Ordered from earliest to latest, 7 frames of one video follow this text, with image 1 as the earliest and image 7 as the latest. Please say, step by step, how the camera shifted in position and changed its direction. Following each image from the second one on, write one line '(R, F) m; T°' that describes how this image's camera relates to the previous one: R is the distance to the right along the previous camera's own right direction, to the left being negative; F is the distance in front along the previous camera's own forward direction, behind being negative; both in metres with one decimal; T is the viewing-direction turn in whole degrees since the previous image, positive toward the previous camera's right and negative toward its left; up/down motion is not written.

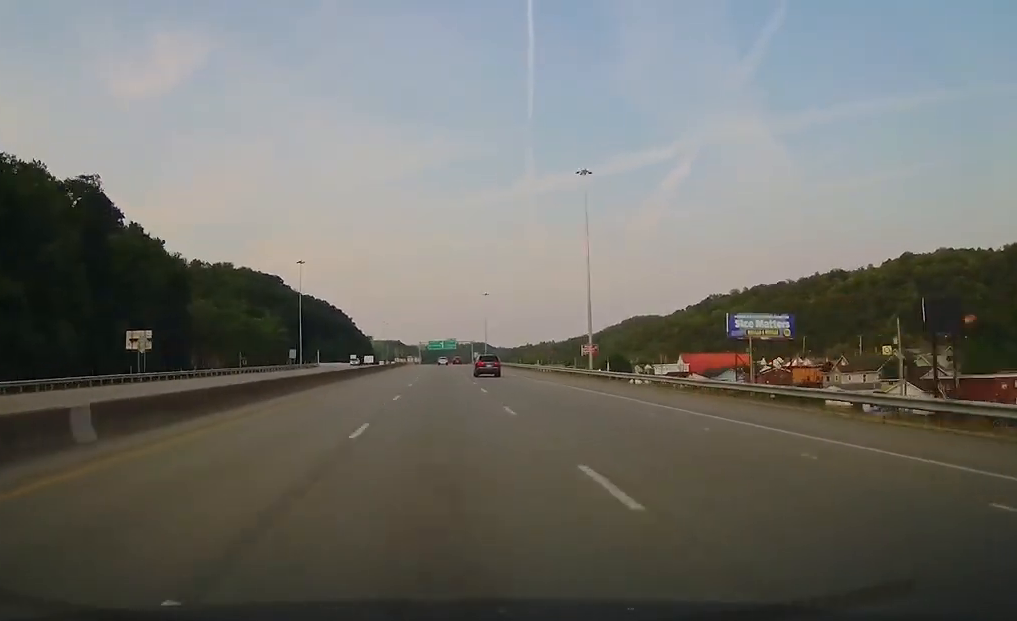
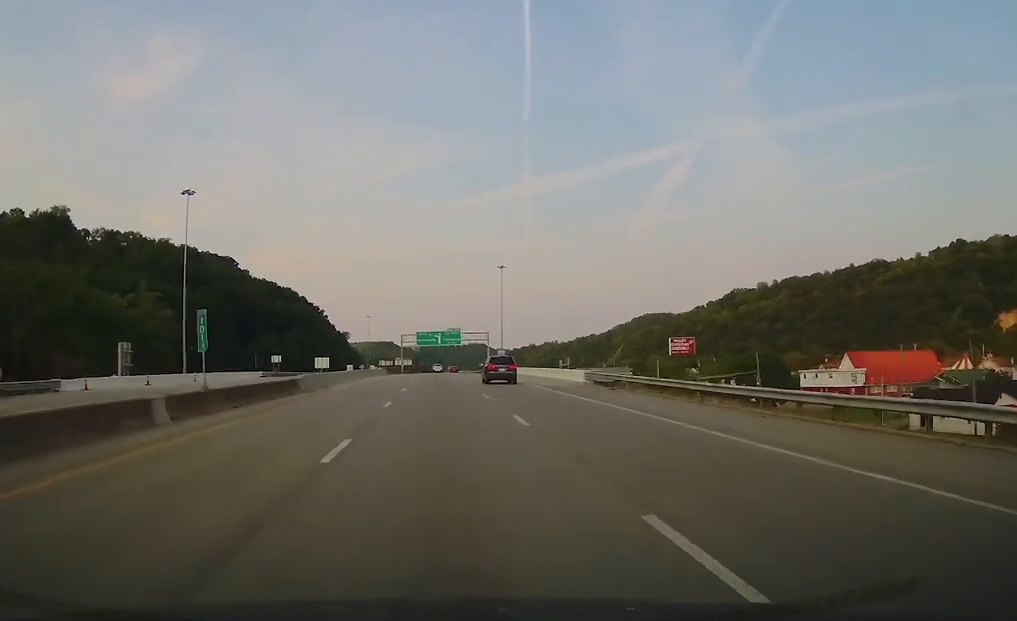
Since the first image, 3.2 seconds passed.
(+0.3, +92.8) m; 0°
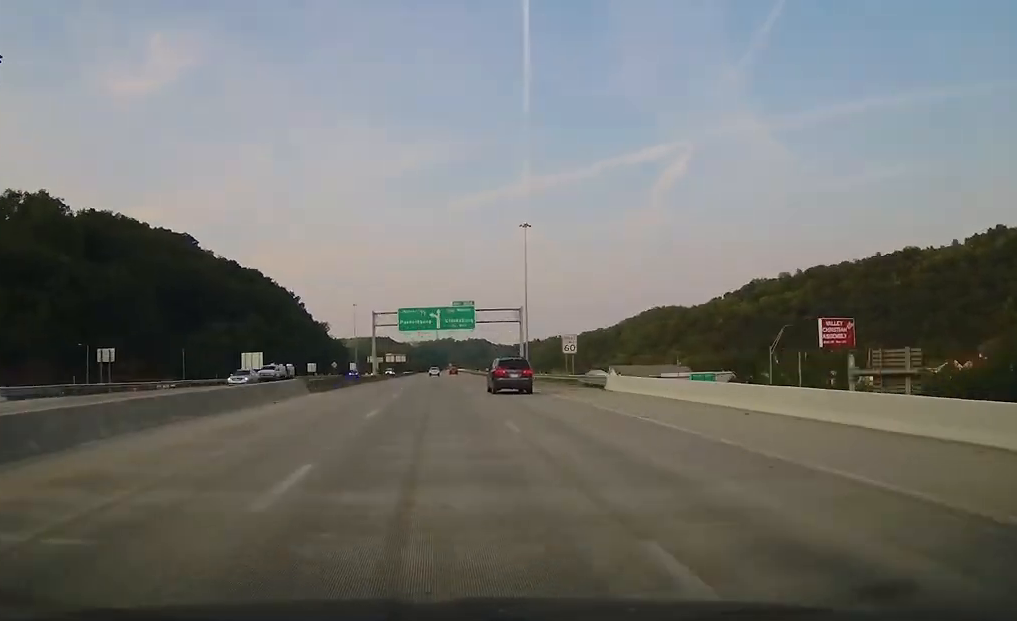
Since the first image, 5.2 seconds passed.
(-0.1, +63.2) m; 0°
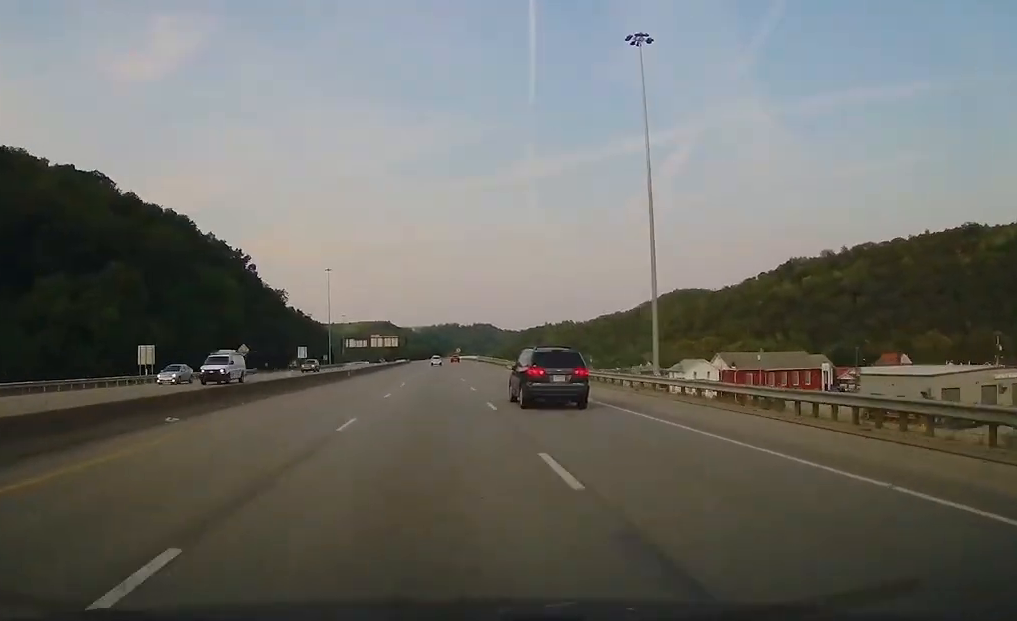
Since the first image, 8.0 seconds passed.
(0.0, +90.4) m; -1°
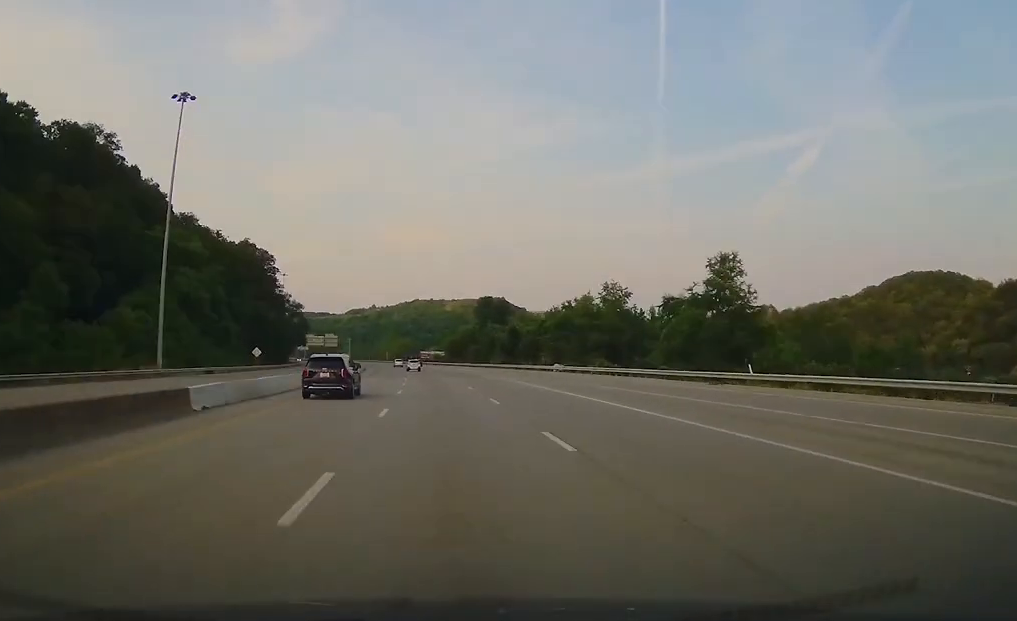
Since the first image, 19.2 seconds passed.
(-44.6, +445.7) m; -14°
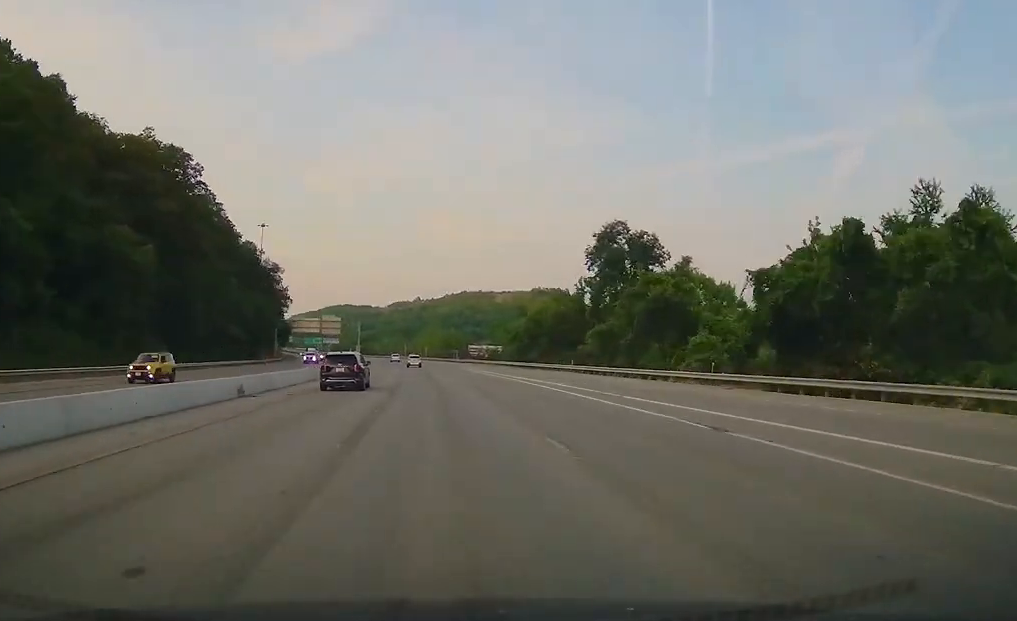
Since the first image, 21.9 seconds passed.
(-8.2, +110.0) m; -5°
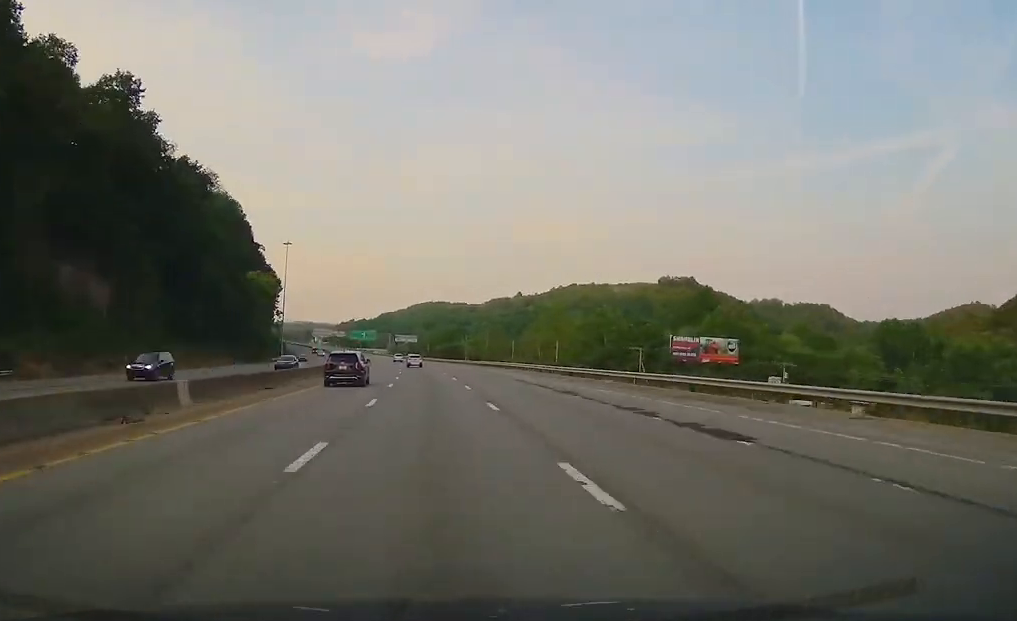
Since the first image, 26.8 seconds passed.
(-10.2, +141.8) m; -8°
